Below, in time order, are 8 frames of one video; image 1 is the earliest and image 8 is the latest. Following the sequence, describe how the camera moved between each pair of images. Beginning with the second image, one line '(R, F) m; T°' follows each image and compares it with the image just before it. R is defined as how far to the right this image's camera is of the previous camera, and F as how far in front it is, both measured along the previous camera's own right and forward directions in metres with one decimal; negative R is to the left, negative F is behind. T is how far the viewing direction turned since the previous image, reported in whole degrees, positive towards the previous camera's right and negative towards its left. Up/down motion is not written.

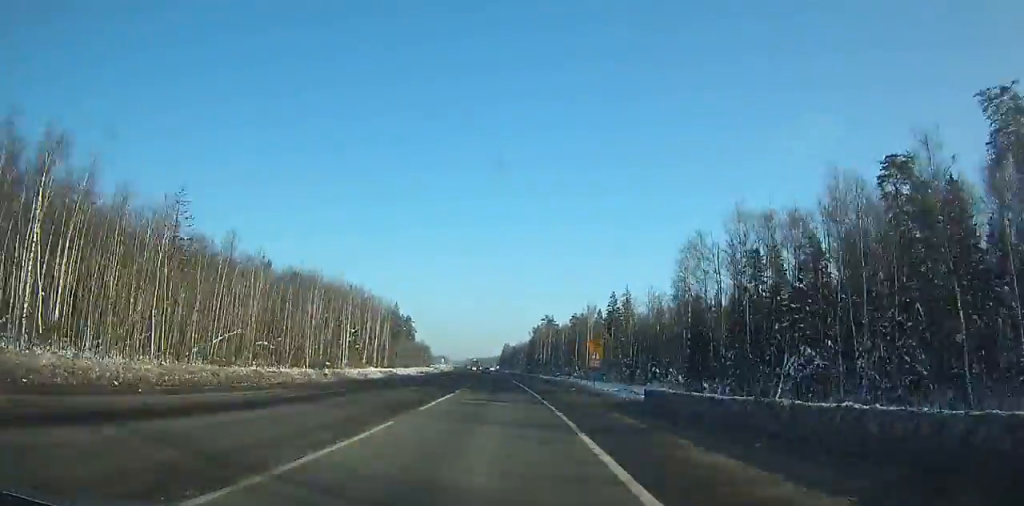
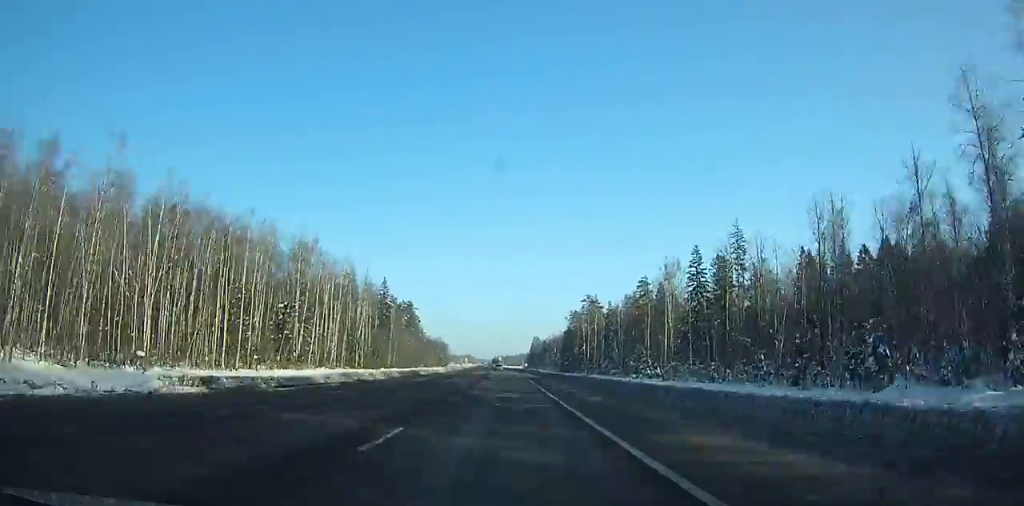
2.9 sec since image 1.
(-1.6, +67.1) m; -2°
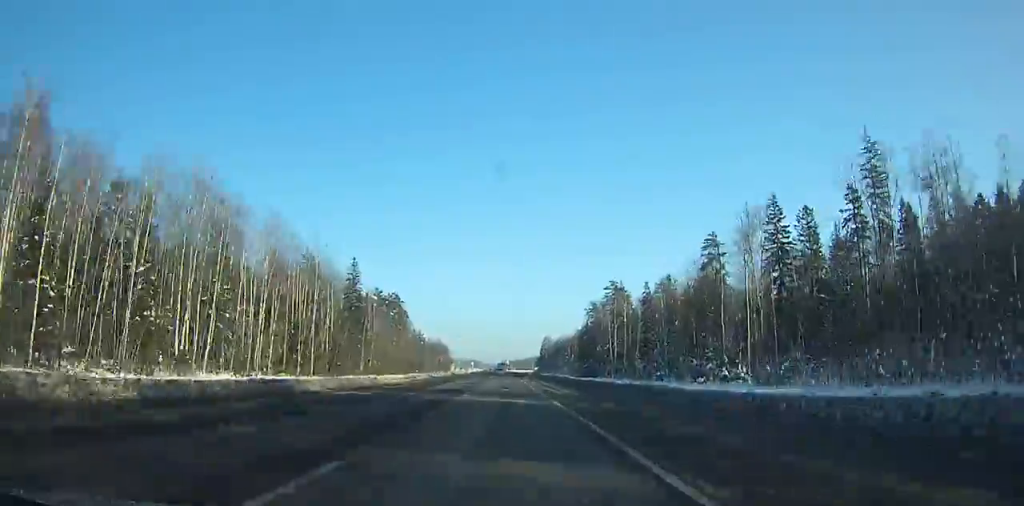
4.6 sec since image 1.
(-0.1, +40.2) m; -1°
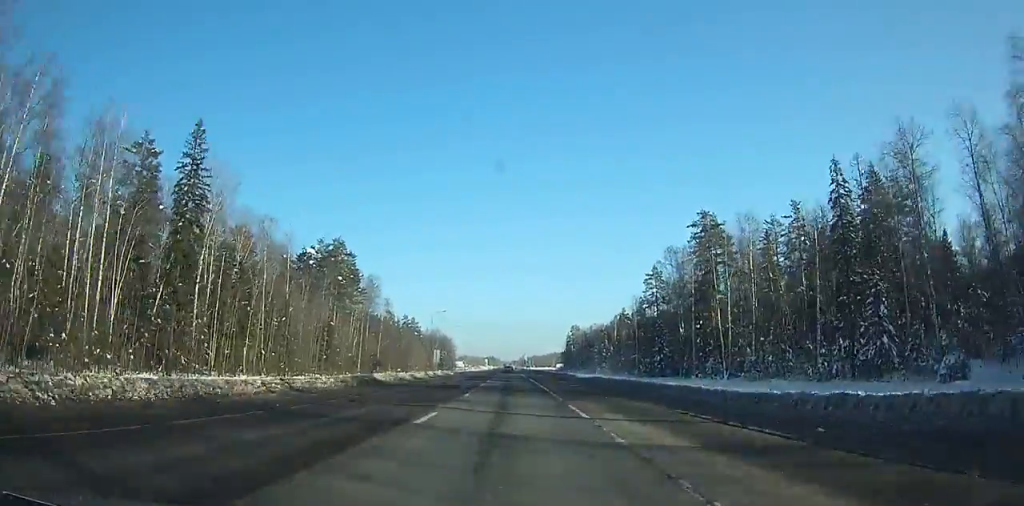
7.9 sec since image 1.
(-1.1, +75.5) m; -1°
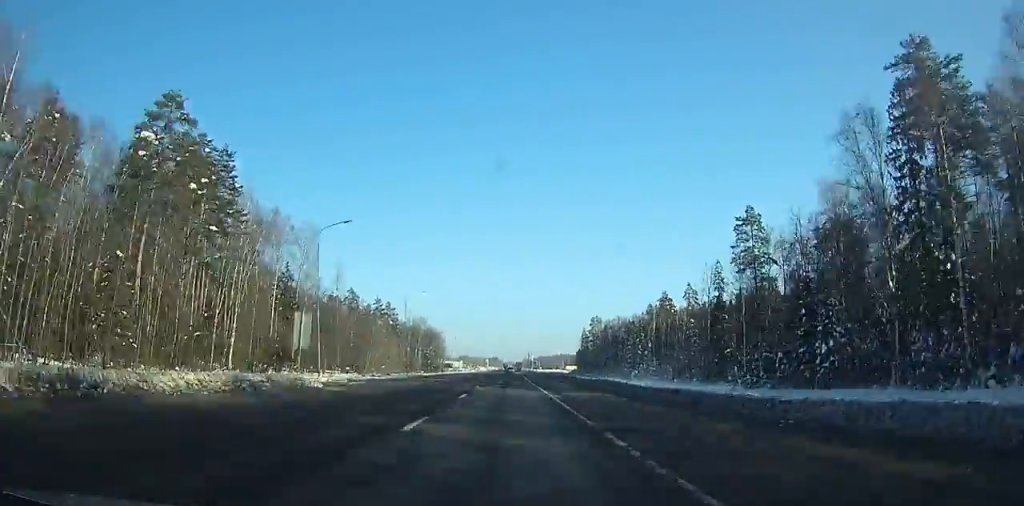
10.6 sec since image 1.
(-0.4, +58.4) m; 0°
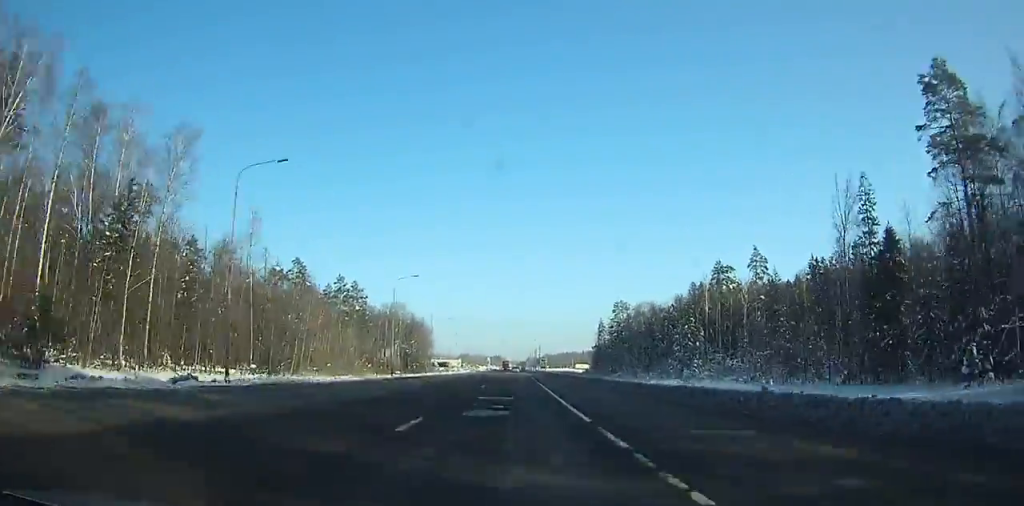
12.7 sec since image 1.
(0.0, +43.0) m; 0°
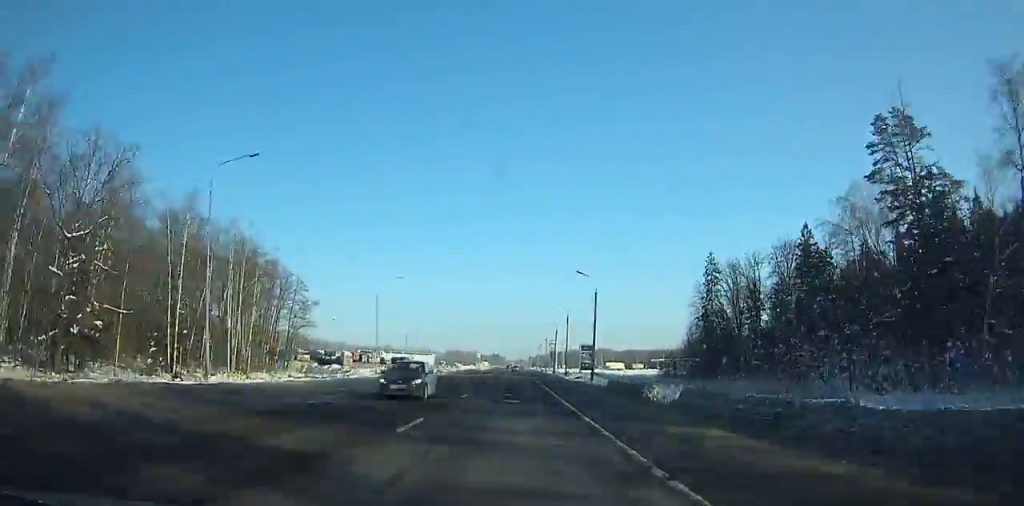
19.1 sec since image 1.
(+0.7, +135.3) m; 0°
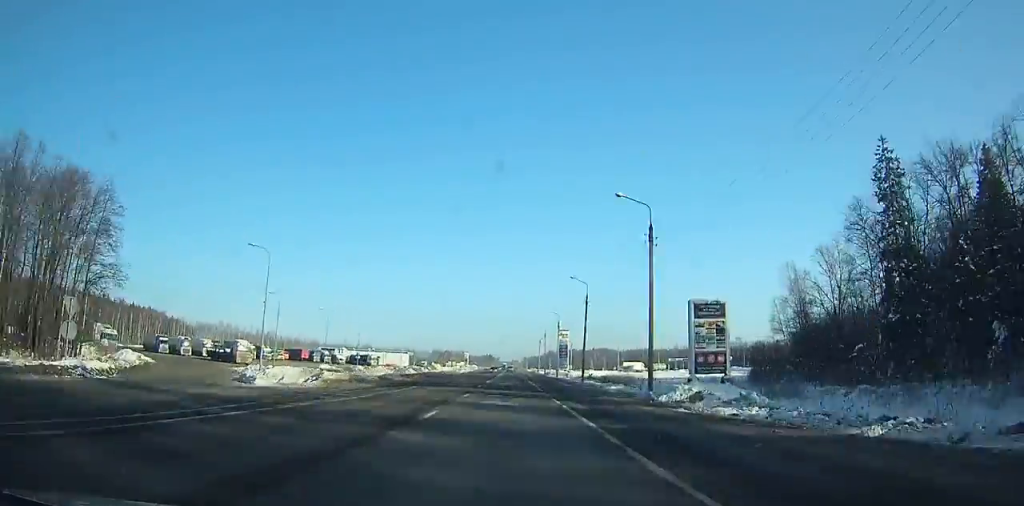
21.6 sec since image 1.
(-0.1, +55.6) m; 0°
